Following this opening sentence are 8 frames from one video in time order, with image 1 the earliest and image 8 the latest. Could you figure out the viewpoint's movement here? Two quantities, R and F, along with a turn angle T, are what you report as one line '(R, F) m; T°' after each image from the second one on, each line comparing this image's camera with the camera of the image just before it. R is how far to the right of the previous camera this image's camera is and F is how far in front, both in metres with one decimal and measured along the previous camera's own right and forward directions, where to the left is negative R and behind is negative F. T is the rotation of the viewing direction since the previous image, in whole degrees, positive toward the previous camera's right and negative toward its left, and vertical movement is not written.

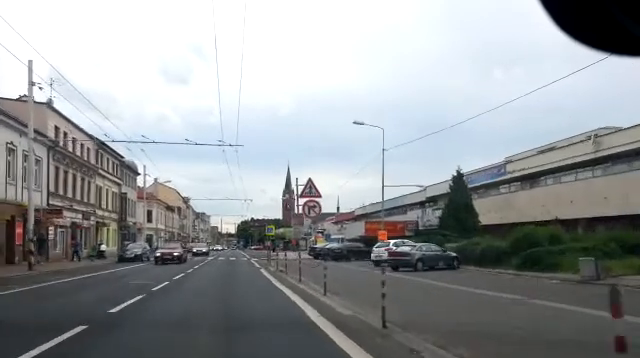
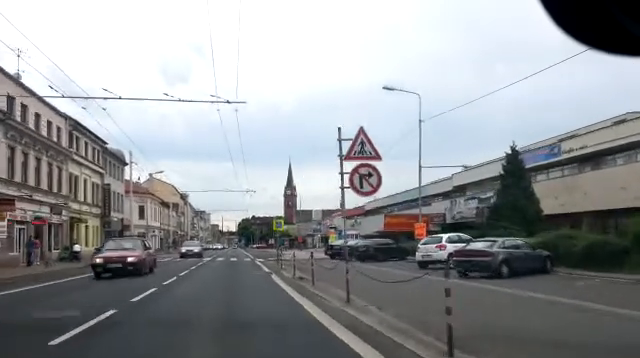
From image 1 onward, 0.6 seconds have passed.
(+0.3, +7.6) m; +1°
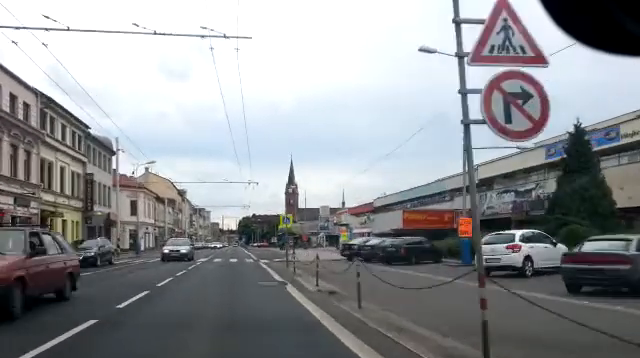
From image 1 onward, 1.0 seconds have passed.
(+0.1, +5.8) m; +1°
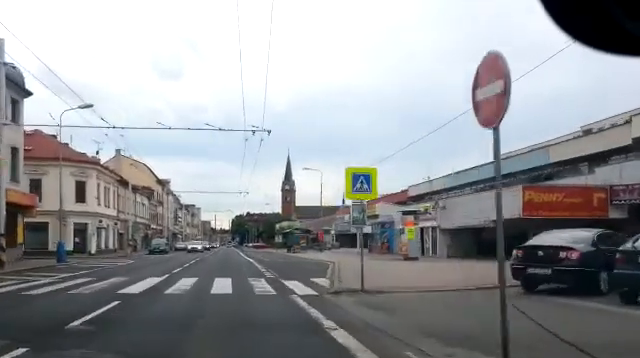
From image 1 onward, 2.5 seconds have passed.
(0.0, +20.5) m; -1°
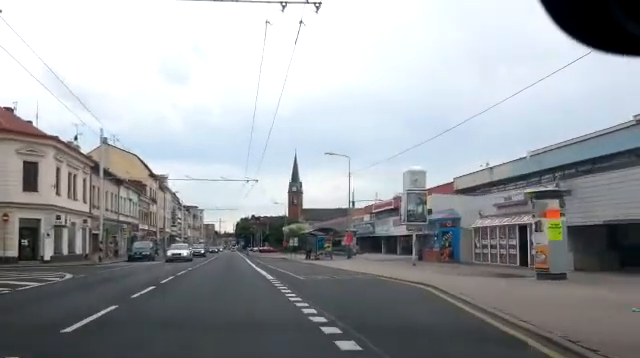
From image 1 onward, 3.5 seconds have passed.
(-0.2, +12.9) m; -1°
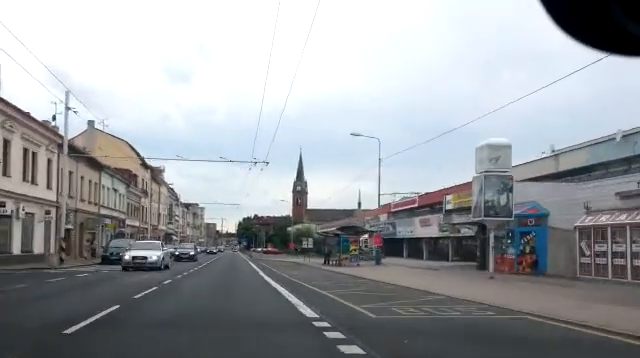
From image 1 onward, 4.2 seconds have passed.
(-0.2, +9.0) m; 0°
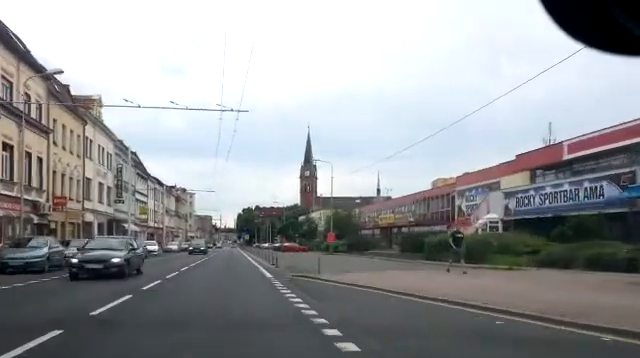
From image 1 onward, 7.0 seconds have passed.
(+1.1, +40.4) m; +2°
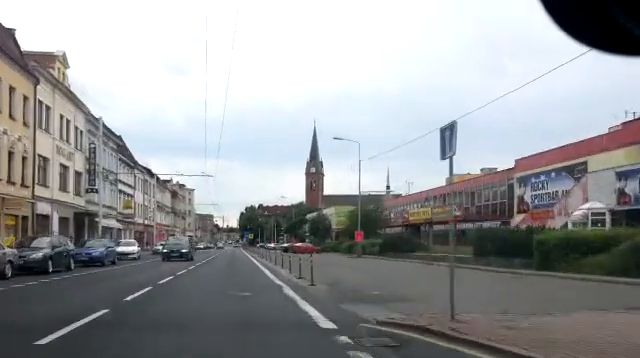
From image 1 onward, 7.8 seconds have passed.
(-0.4, +11.2) m; -1°
